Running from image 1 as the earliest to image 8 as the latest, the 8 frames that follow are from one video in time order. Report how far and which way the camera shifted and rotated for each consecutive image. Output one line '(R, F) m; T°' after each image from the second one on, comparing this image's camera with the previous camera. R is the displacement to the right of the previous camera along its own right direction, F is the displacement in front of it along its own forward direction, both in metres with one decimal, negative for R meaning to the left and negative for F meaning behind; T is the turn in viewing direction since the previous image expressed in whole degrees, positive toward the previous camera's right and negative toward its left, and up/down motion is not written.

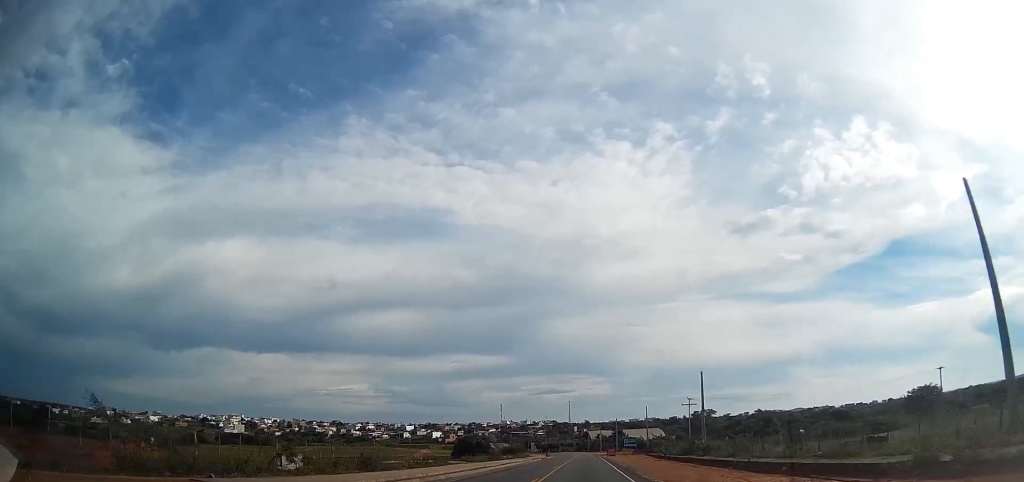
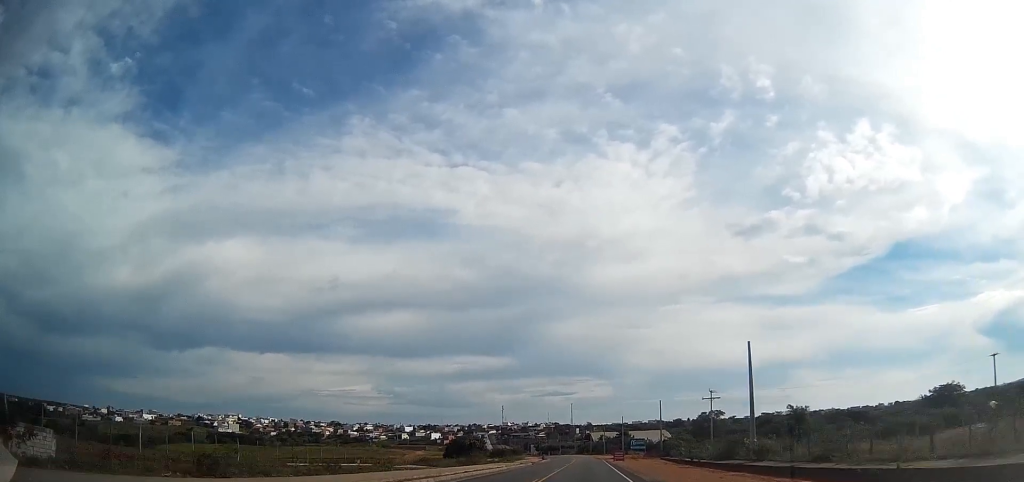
(-0.1, +16.9) m; 0°
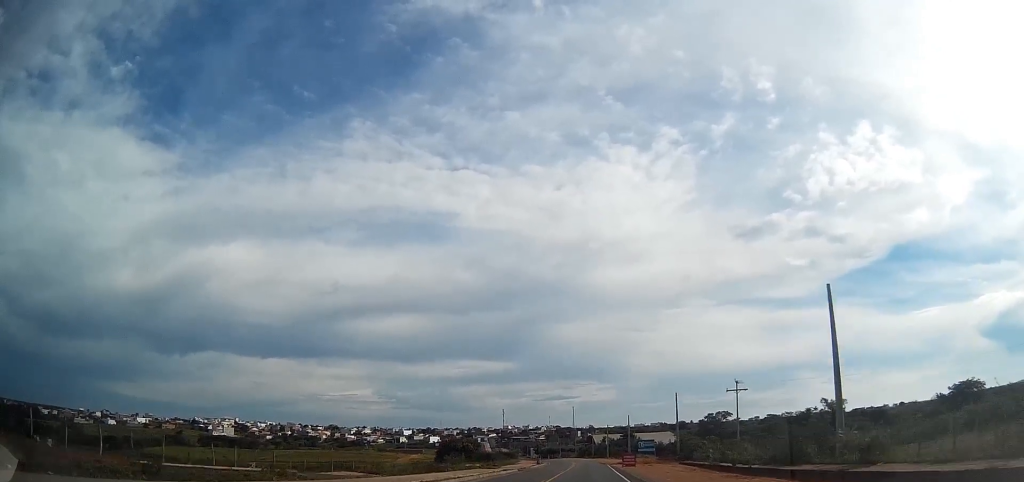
(-0.1, +13.2) m; 0°
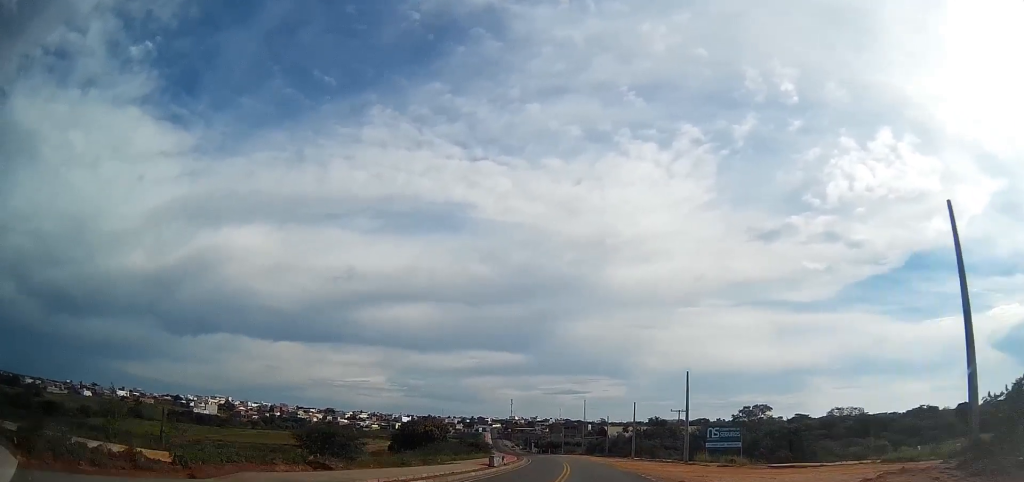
(-1.0, +52.3) m; -2°
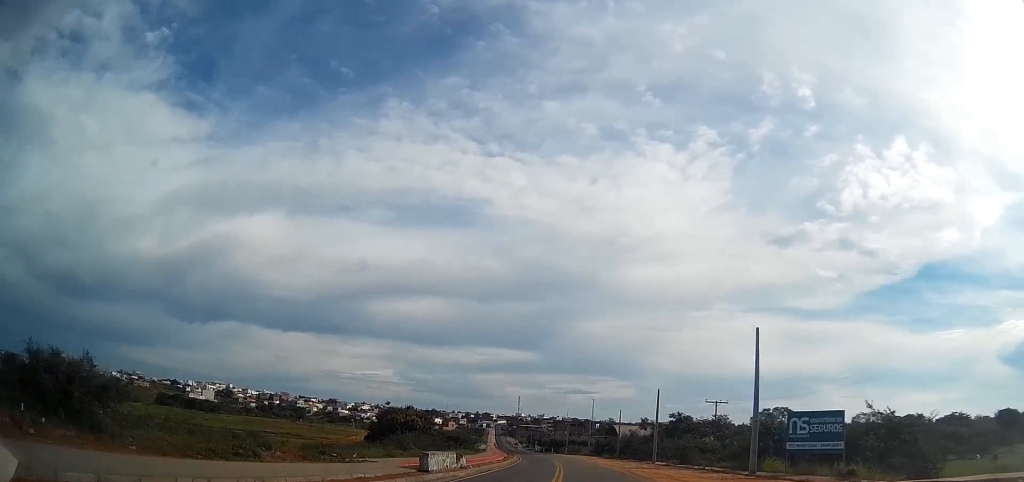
(0.0, +18.5) m; 0°
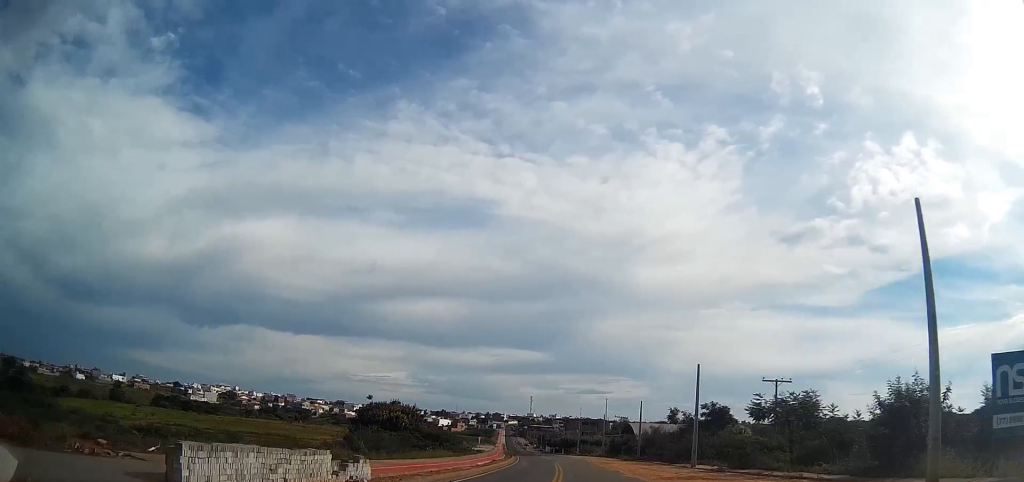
(+0.2, +17.0) m; 0°
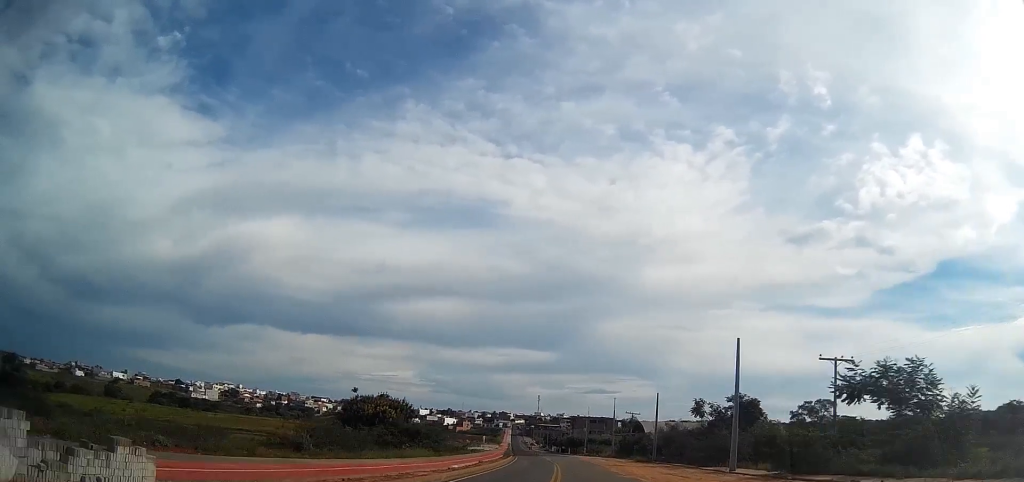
(-0.1, +11.0) m; -1°
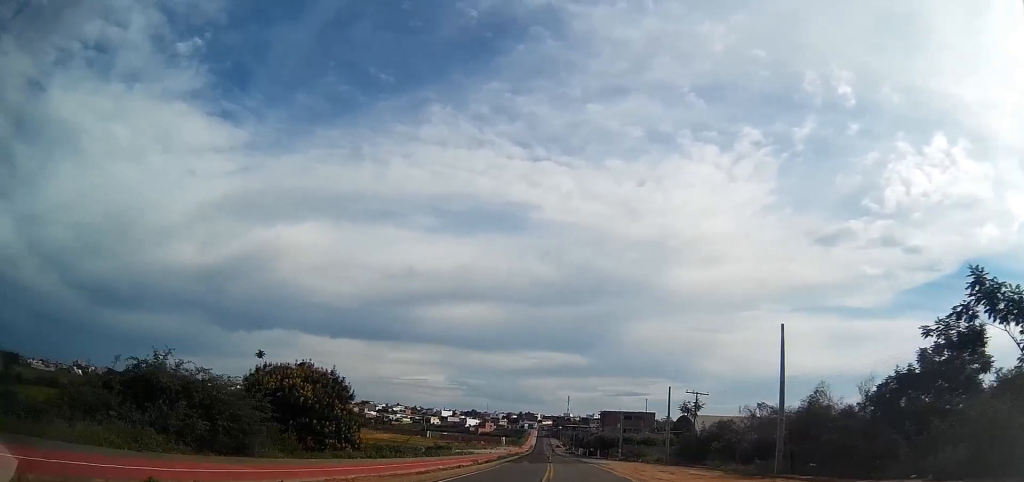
(-0.9, +35.5) m; -4°
